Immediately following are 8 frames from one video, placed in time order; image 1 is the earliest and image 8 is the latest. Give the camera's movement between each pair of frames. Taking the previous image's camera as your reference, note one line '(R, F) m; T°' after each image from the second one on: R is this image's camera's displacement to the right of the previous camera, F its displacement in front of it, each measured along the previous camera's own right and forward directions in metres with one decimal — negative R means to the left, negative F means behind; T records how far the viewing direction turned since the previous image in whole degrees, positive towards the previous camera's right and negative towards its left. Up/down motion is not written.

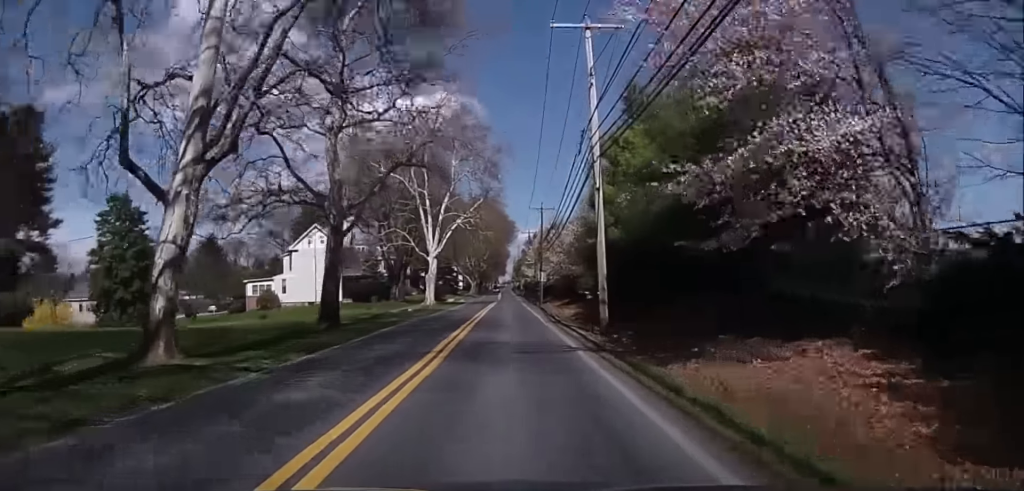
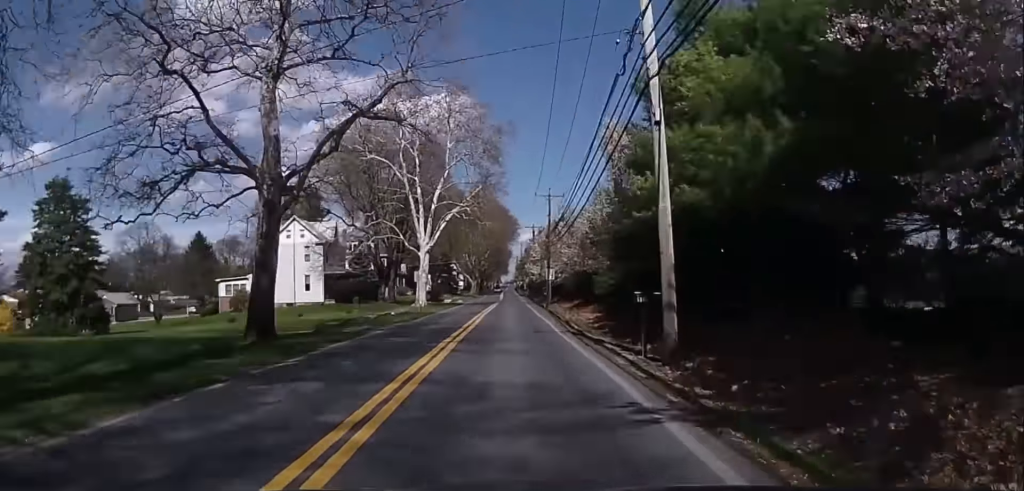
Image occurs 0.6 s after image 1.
(+0.4, +8.4) m; +1°
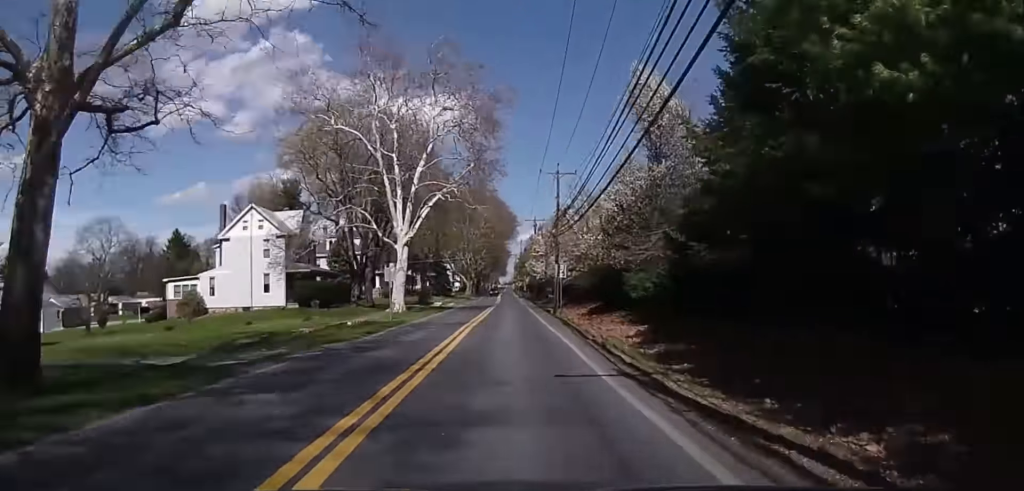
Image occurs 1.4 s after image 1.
(-0.3, +12.2) m; -2°
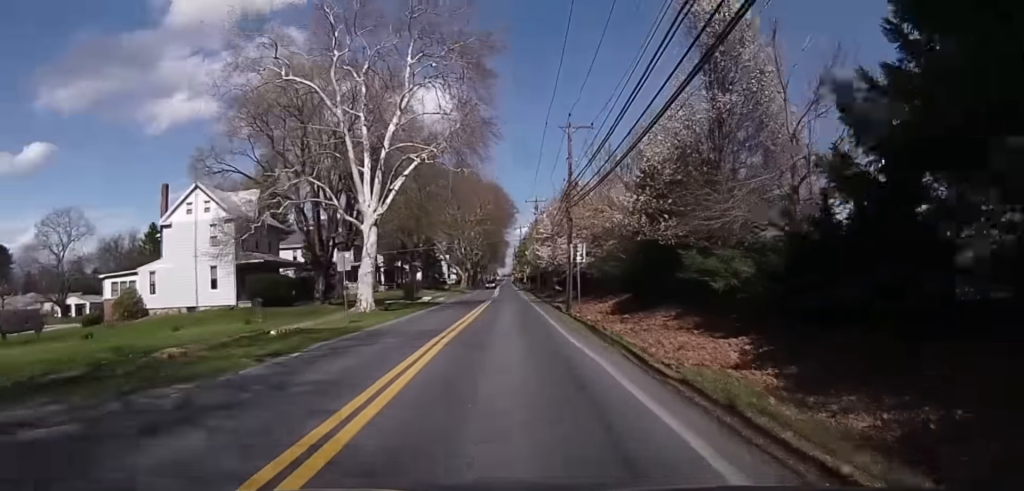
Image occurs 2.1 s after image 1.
(-0.1, +10.2) m; 0°
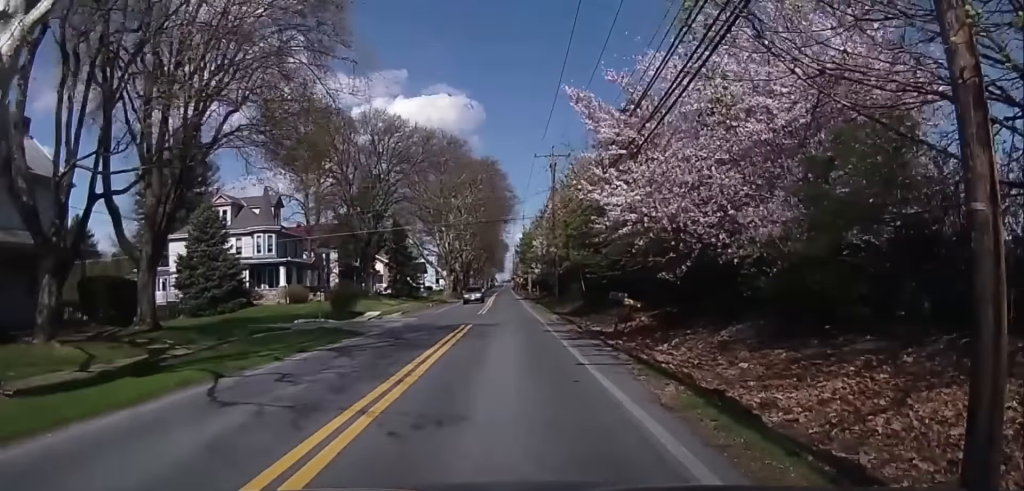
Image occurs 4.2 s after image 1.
(0.0, +30.7) m; 0°
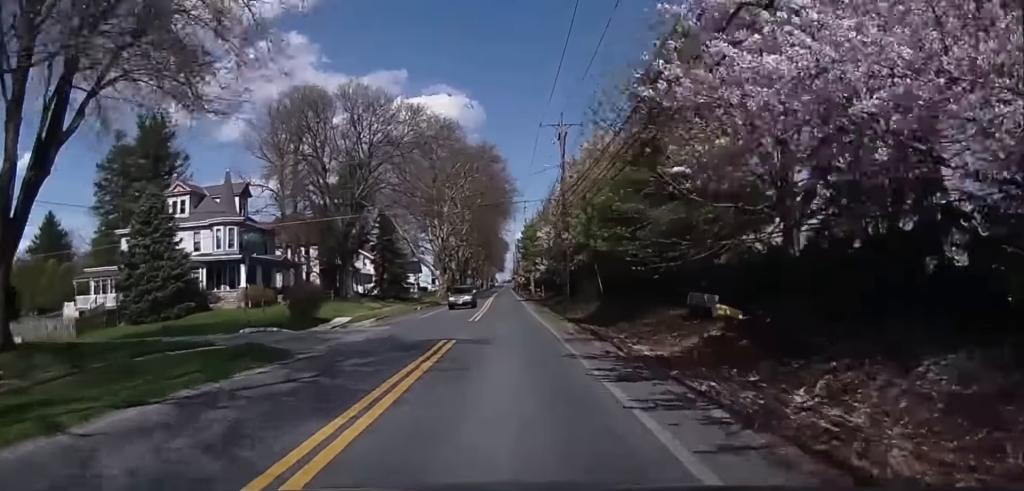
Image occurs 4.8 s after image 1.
(0.0, +7.6) m; 0°
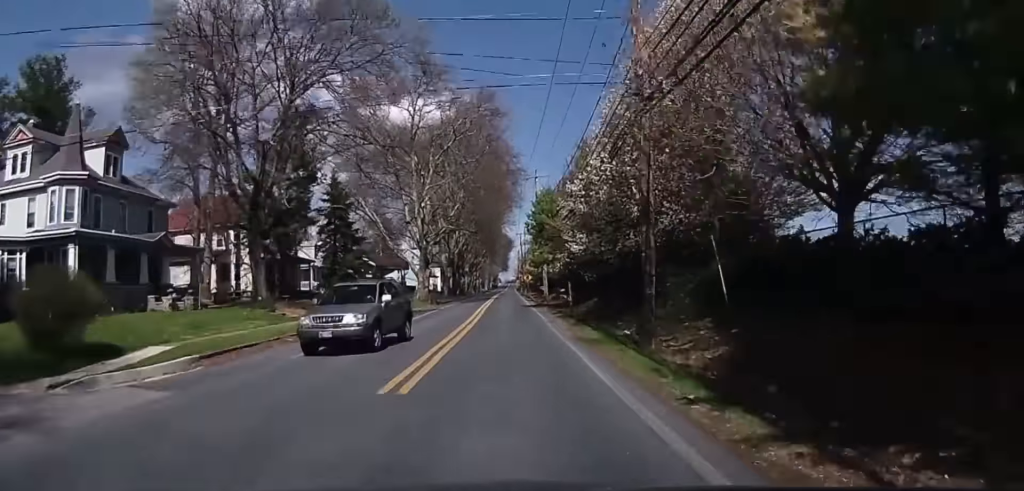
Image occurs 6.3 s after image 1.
(0.0, +21.4) m; -1°
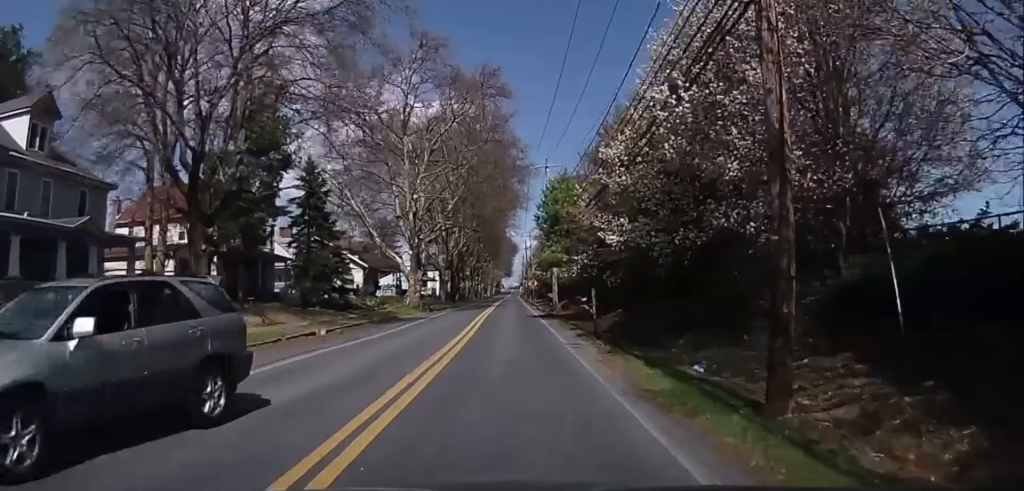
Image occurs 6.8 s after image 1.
(0.0, +7.1) m; 0°
